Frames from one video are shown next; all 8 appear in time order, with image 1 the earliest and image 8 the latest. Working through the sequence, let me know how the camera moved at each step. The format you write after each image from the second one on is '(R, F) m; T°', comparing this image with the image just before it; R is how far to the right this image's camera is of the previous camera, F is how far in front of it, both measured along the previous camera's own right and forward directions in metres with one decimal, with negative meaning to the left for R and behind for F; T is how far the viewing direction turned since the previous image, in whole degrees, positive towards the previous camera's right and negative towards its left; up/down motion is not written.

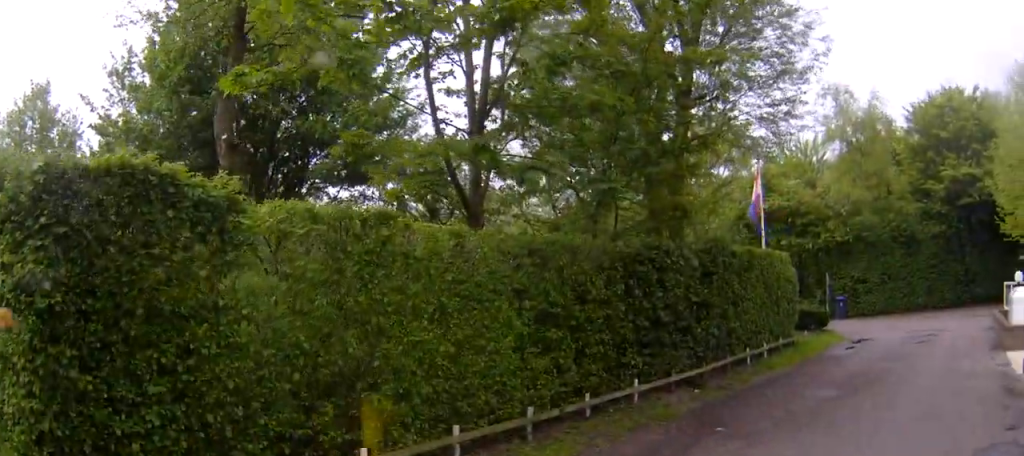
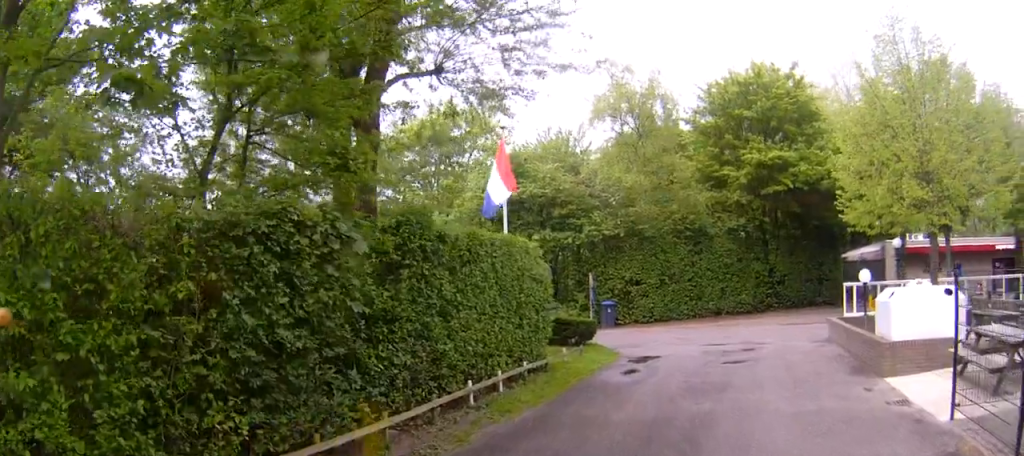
(+0.4, +5.5) m; +9°
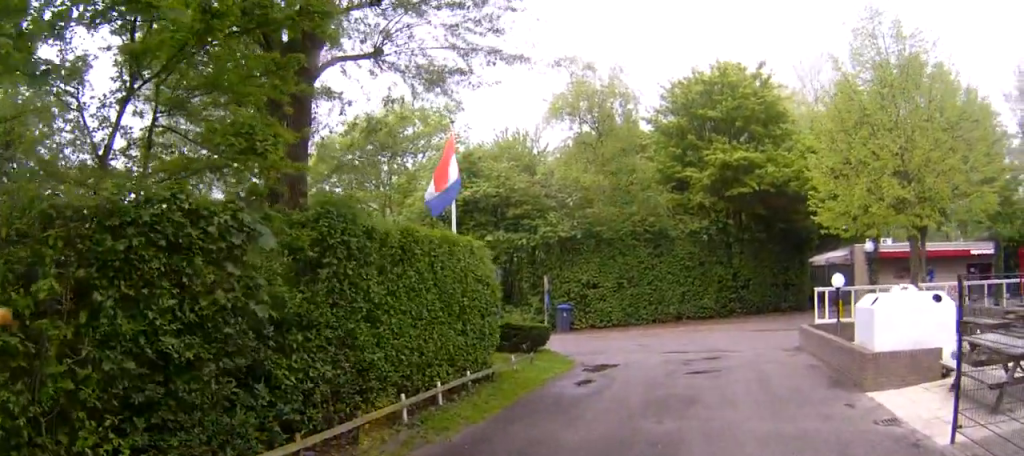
(+0.1, +1.2) m; +2°
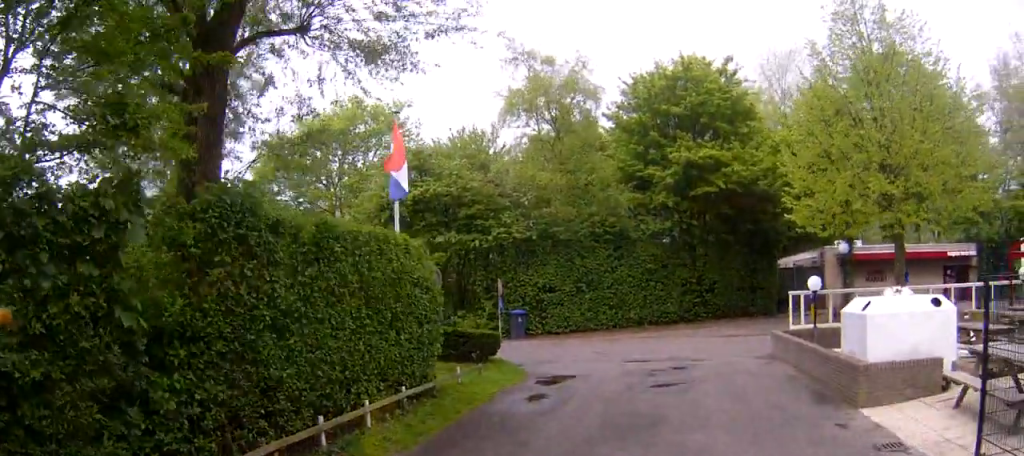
(0.0, +1.5) m; +4°
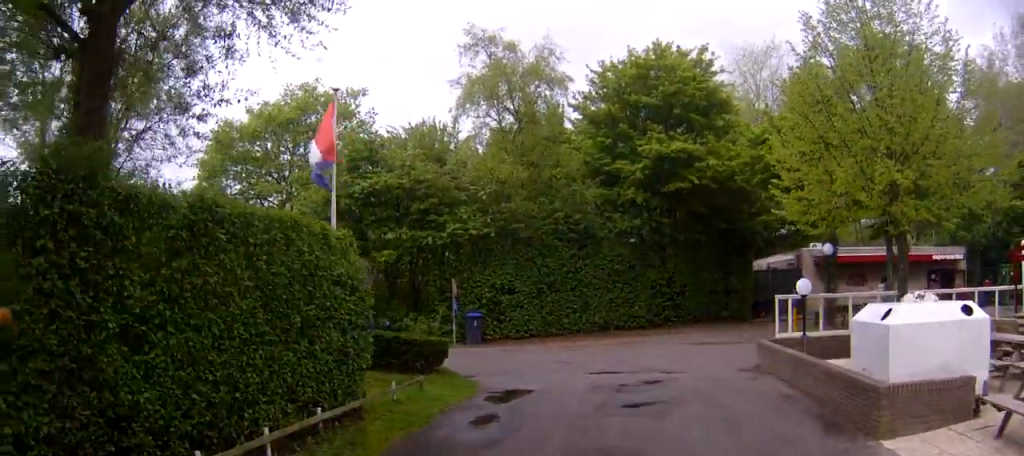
(0.0, +2.1) m; +8°
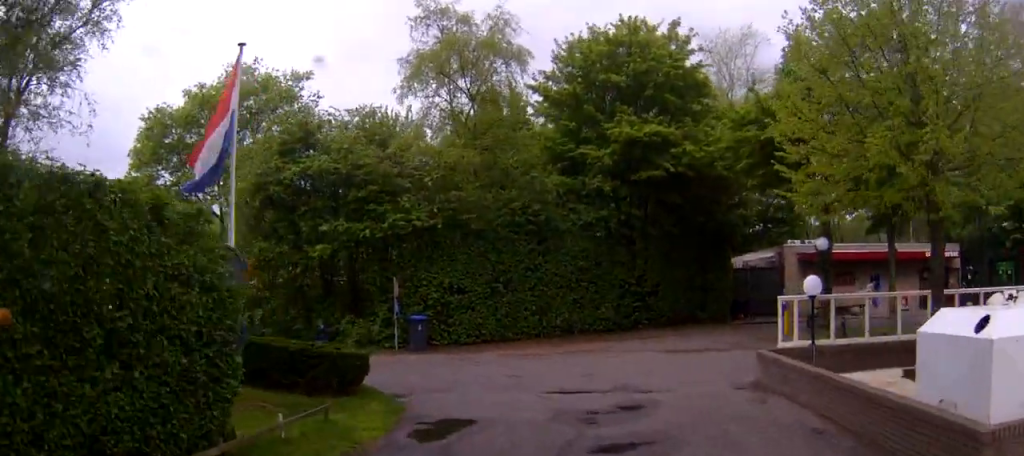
(+0.6, +3.0) m; +9°
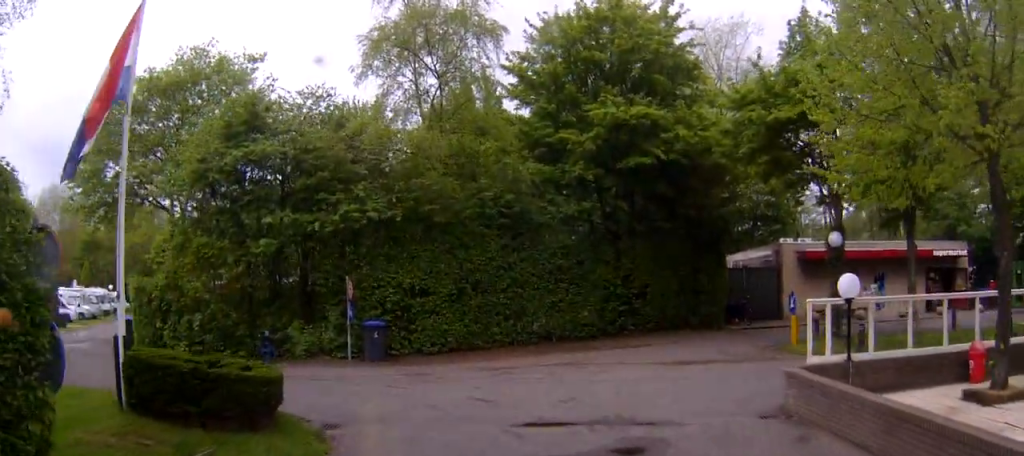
(-0.2, +3.0) m; -9°
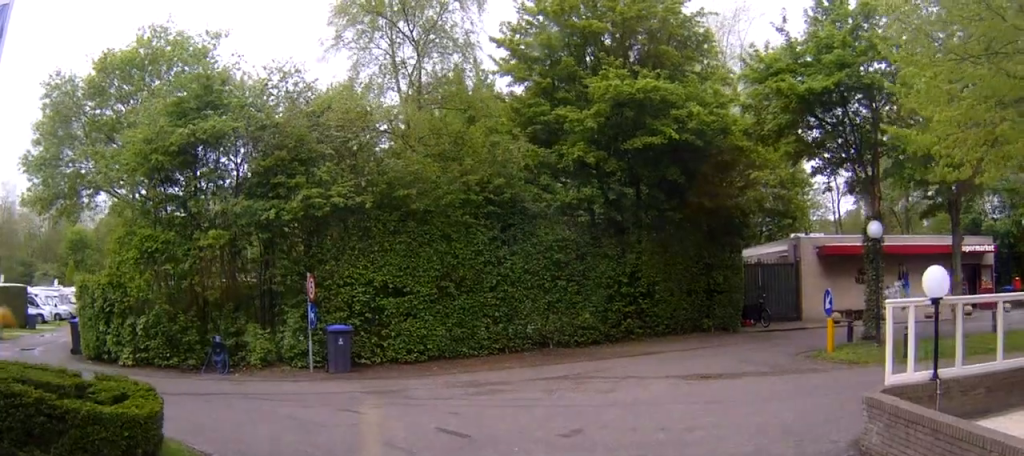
(-0.3, +3.0) m; -7°
